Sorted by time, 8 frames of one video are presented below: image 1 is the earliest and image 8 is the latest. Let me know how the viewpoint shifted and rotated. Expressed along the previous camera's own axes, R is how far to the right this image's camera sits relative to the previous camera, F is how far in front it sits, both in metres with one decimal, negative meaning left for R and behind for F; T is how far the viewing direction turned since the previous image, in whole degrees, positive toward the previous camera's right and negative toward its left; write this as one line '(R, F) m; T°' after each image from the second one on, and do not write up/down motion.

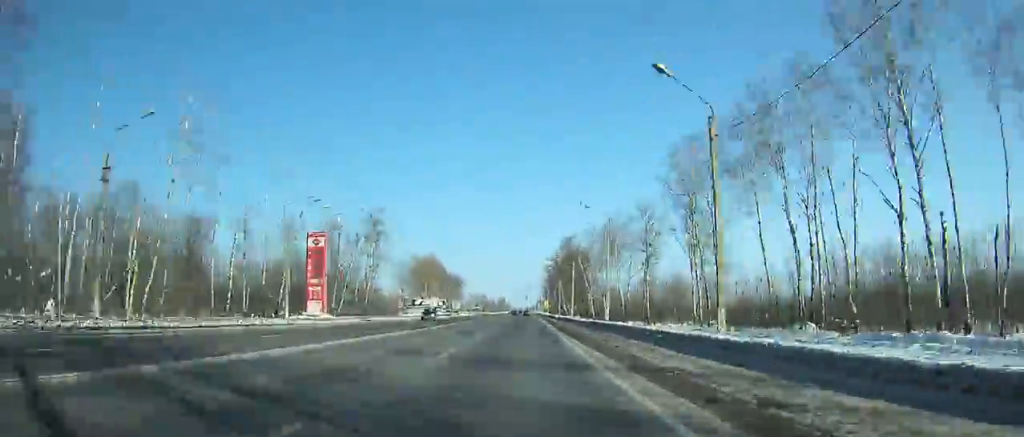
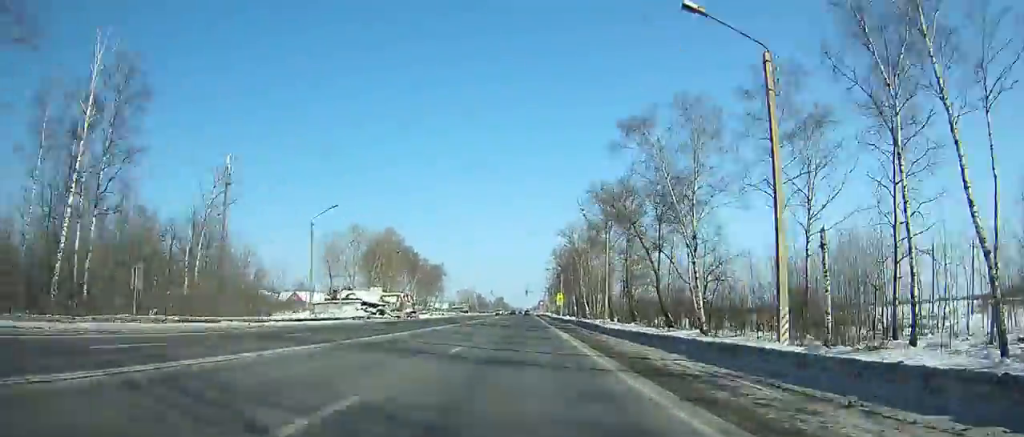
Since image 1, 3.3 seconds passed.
(-0.1, +69.9) m; 0°
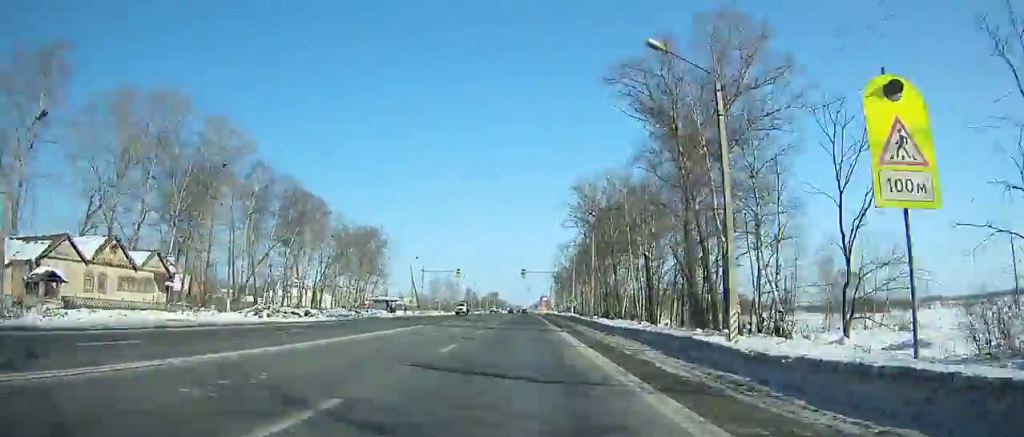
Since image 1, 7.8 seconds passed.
(+0.2, +93.9) m; 0°
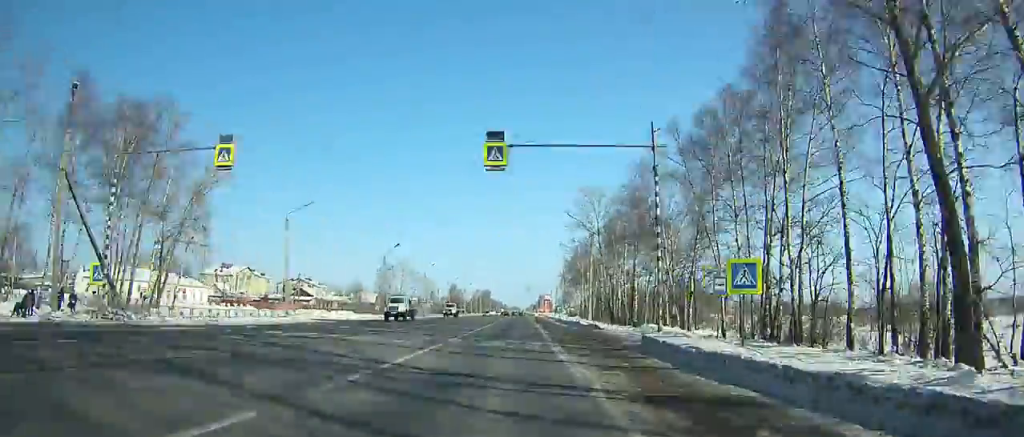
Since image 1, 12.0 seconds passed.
(0.0, +86.0) m; 0°
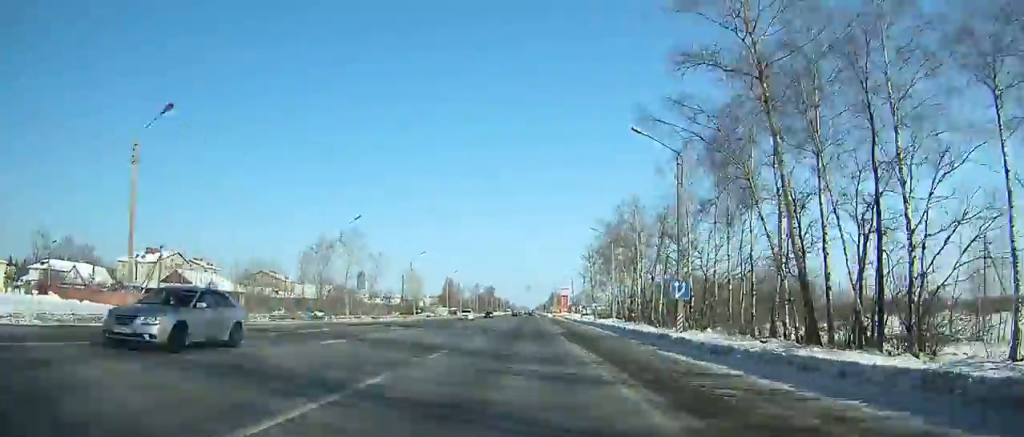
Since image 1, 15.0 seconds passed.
(-0.4, +60.4) m; 0°
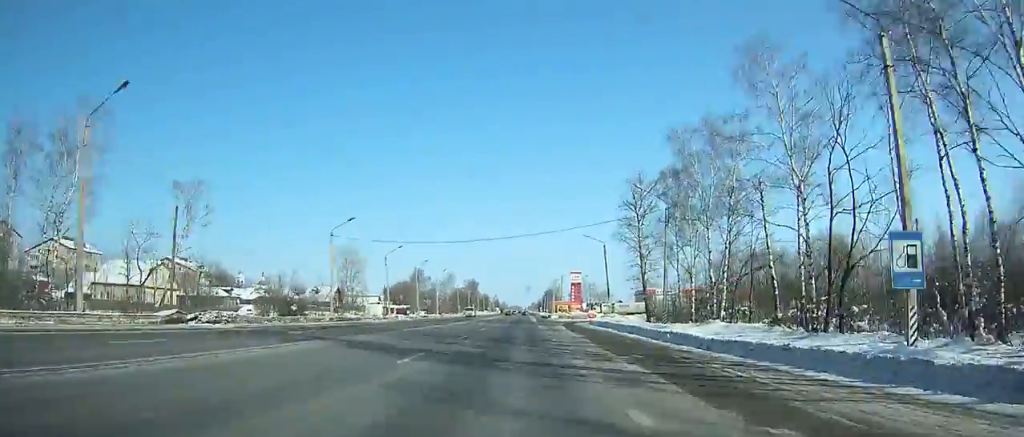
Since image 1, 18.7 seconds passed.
(0.0, +74.0) m; 0°
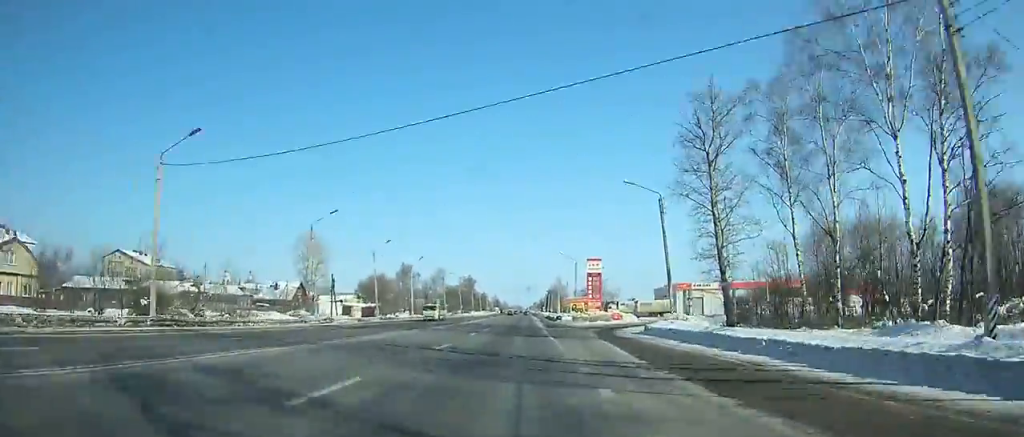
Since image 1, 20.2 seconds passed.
(+0.1, +30.1) m; 0°
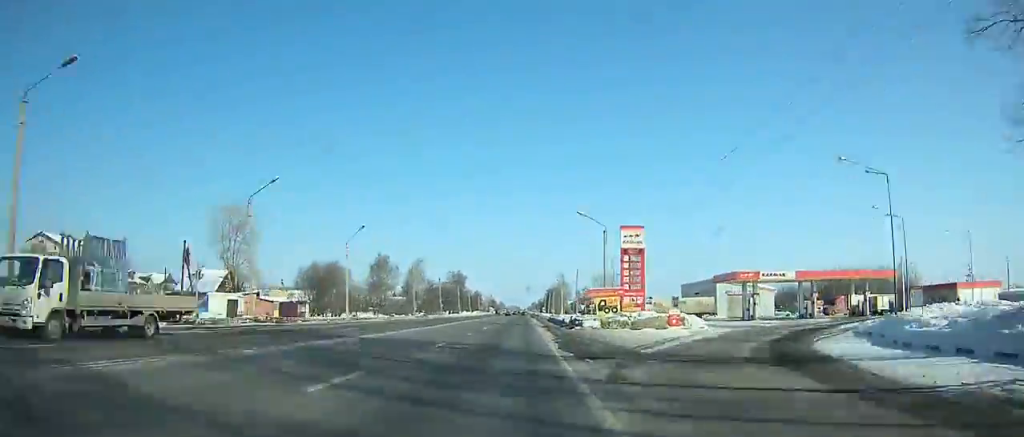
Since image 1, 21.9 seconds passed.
(0.0, +34.2) m; 0°
